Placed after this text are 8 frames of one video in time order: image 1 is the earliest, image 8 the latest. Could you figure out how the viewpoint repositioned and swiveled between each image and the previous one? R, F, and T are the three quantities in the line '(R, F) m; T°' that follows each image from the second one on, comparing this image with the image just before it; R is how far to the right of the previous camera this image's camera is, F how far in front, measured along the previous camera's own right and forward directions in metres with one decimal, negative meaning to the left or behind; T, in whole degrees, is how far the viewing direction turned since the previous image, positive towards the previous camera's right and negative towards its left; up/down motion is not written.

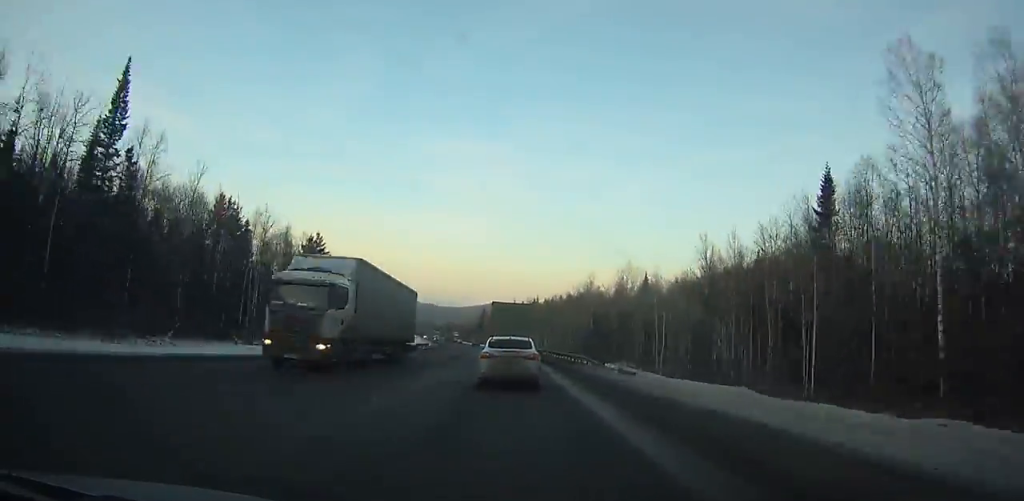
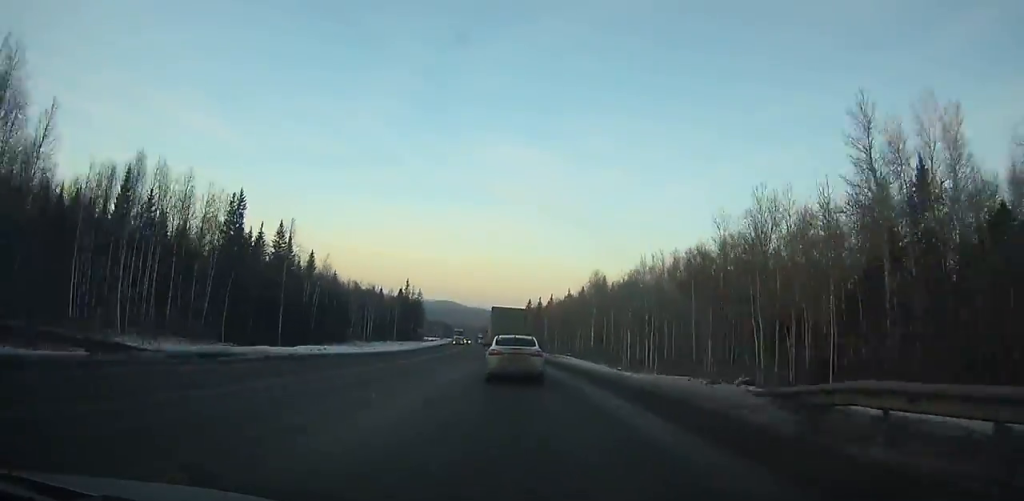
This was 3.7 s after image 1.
(-2.6, +74.6) m; -4°
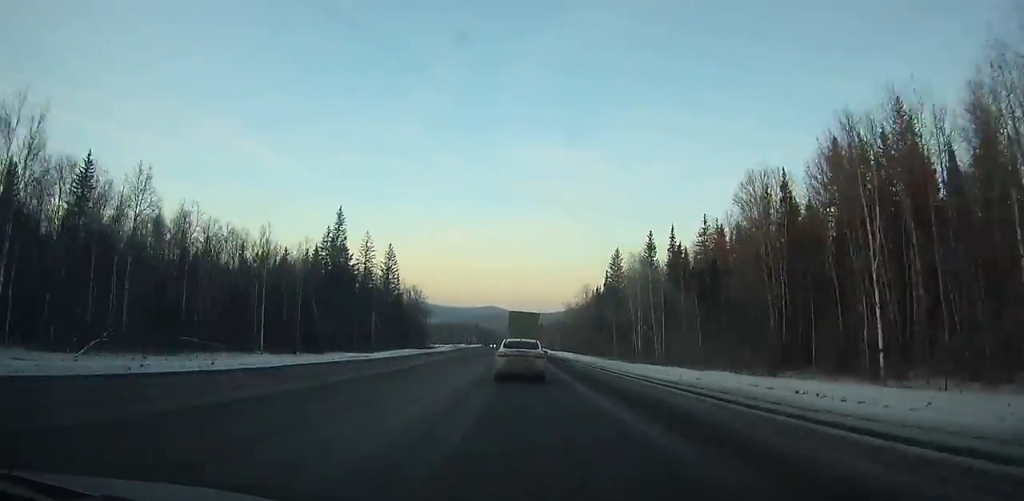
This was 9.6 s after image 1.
(-4.5, +126.7) m; -3°
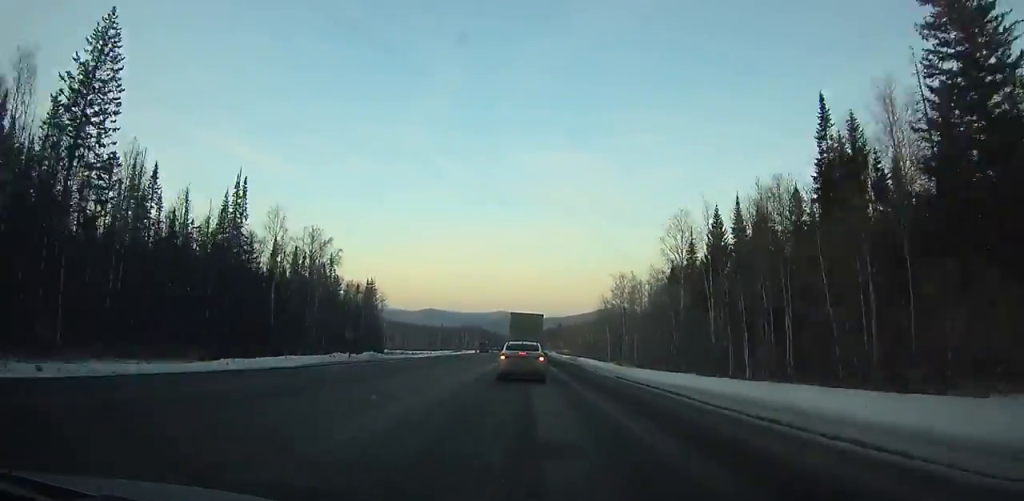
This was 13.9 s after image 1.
(-0.5, +94.7) m; 0°
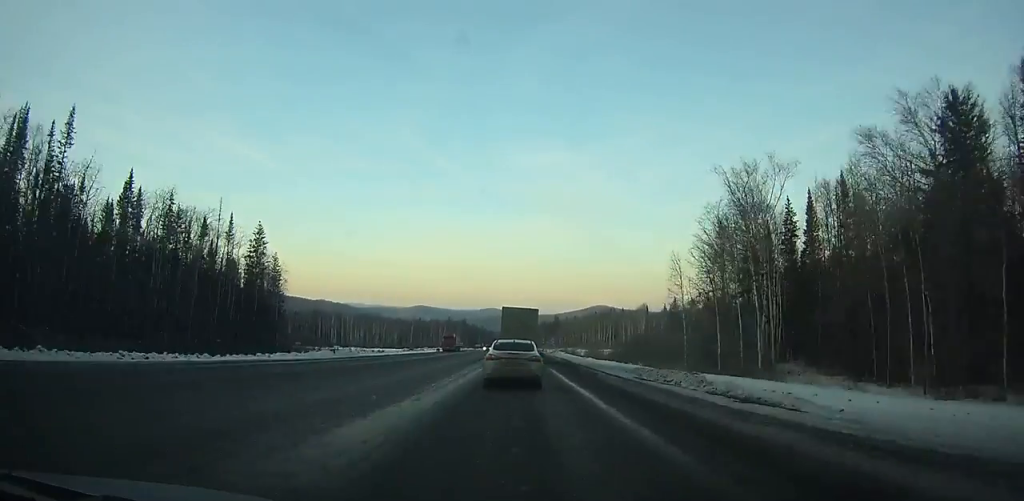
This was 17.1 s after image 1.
(0.0, +68.8) m; 0°
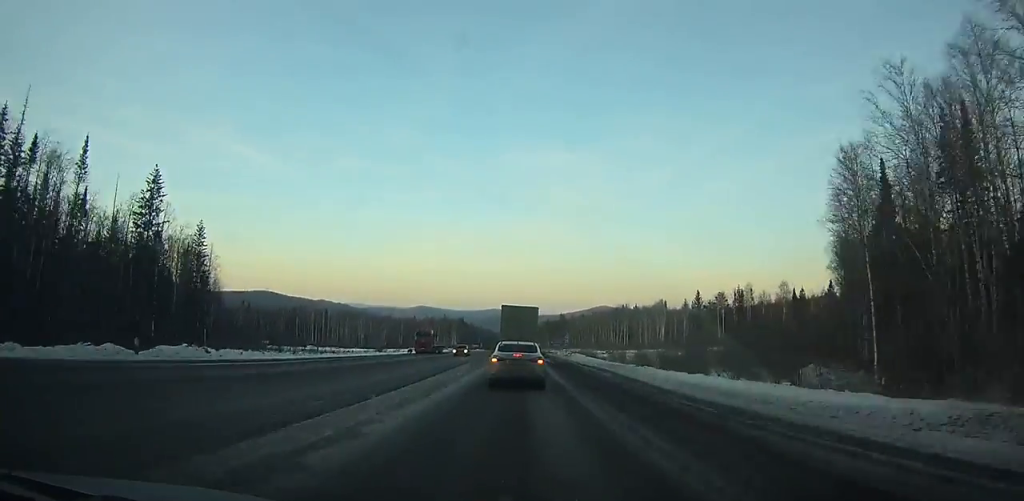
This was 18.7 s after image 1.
(+0.1, +33.5) m; 0°
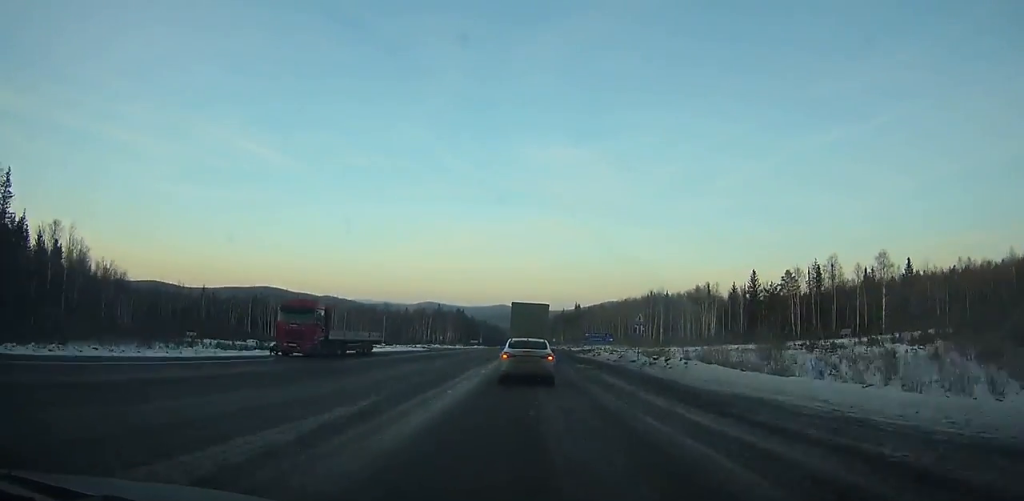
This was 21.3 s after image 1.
(-0.1, +53.9) m; 0°
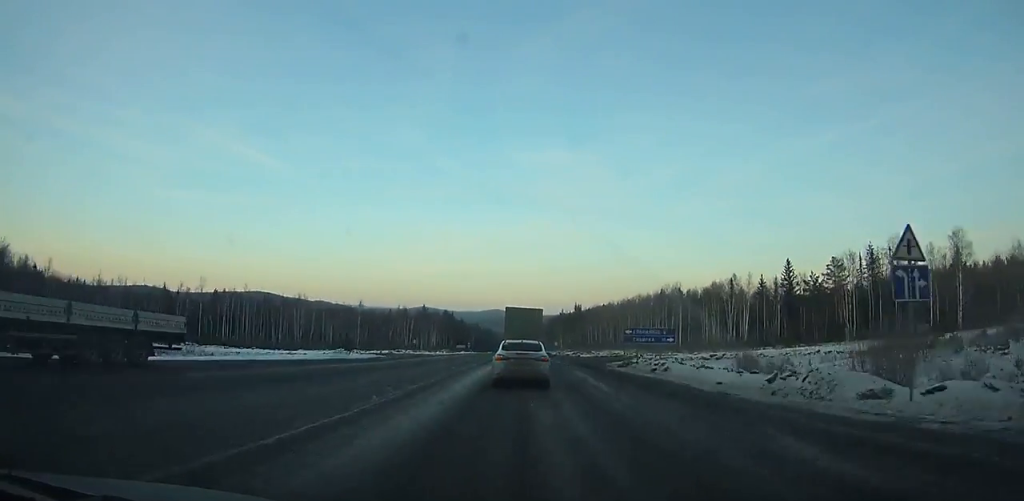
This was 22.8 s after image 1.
(-0.1, +30.9) m; 0°
